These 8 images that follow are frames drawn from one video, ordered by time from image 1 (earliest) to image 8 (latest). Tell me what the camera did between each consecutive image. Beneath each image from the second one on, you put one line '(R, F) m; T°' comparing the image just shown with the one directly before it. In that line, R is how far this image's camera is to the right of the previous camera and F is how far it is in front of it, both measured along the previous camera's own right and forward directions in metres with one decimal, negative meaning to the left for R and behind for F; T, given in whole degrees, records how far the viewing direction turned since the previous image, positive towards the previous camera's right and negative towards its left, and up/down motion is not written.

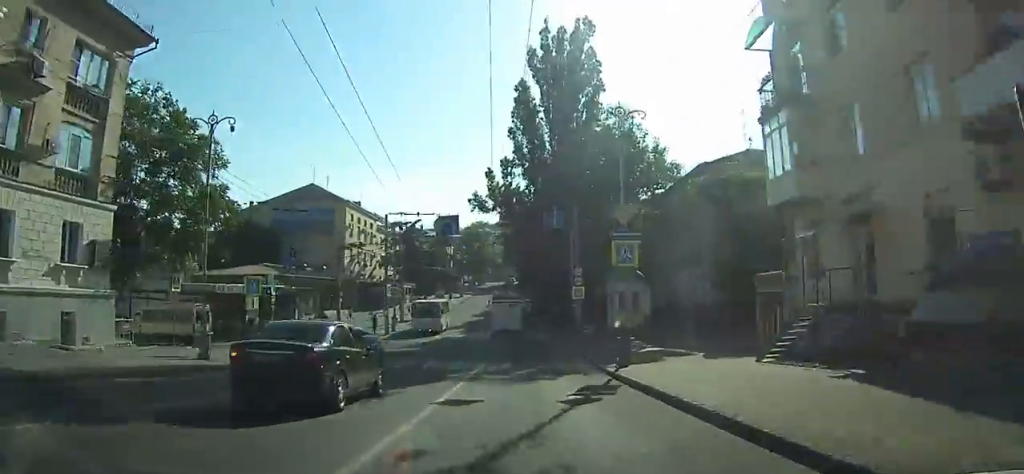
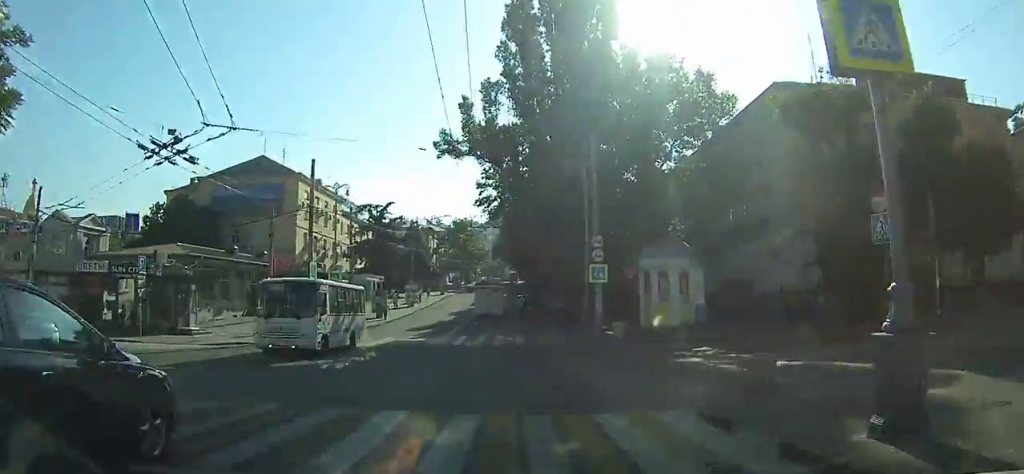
(+0.2, +16.2) m; +1°
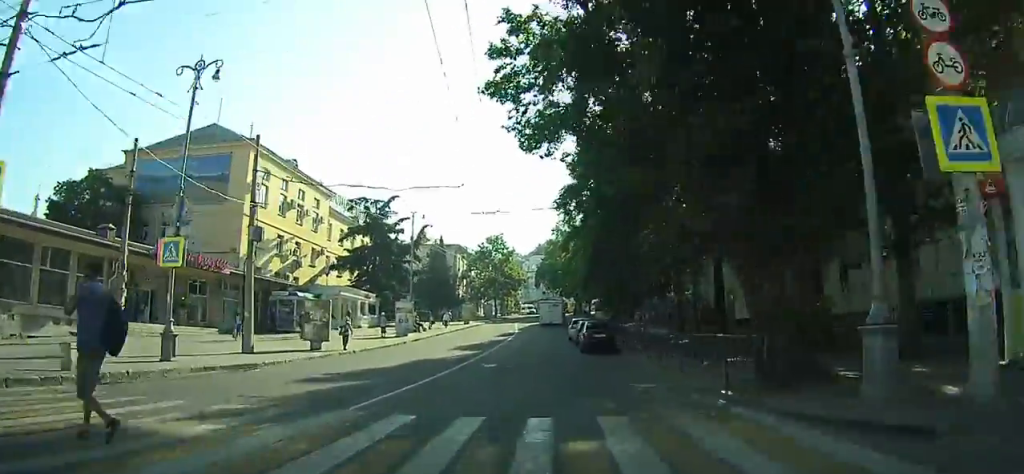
(+0.4, +29.8) m; 0°
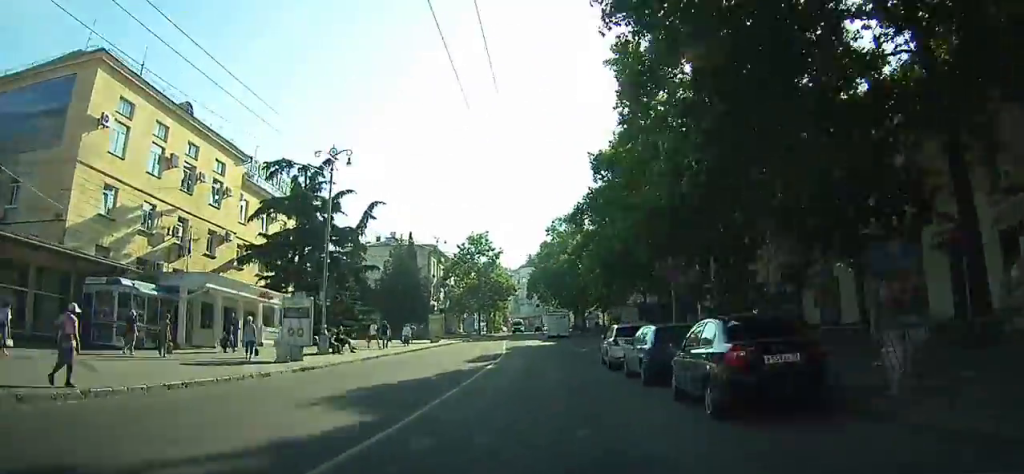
(-0.4, +18.7) m; 0°
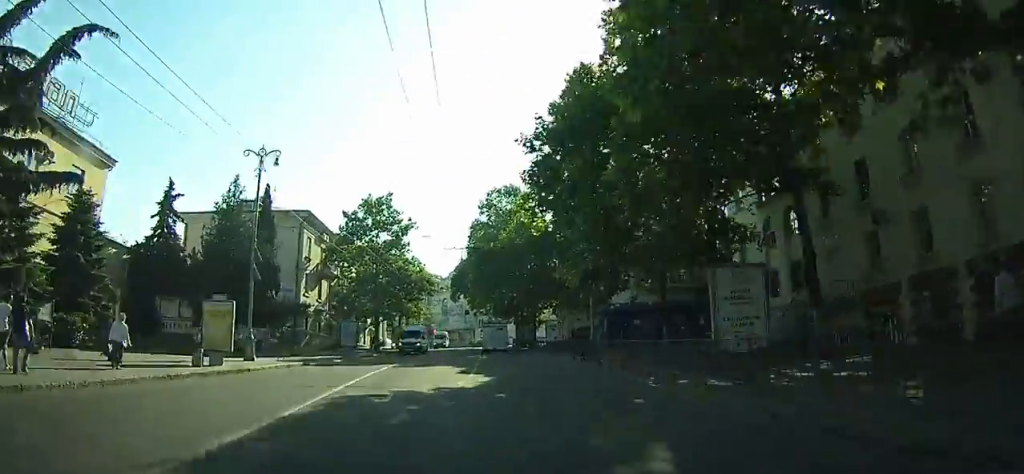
(+0.5, +26.6) m; +1°
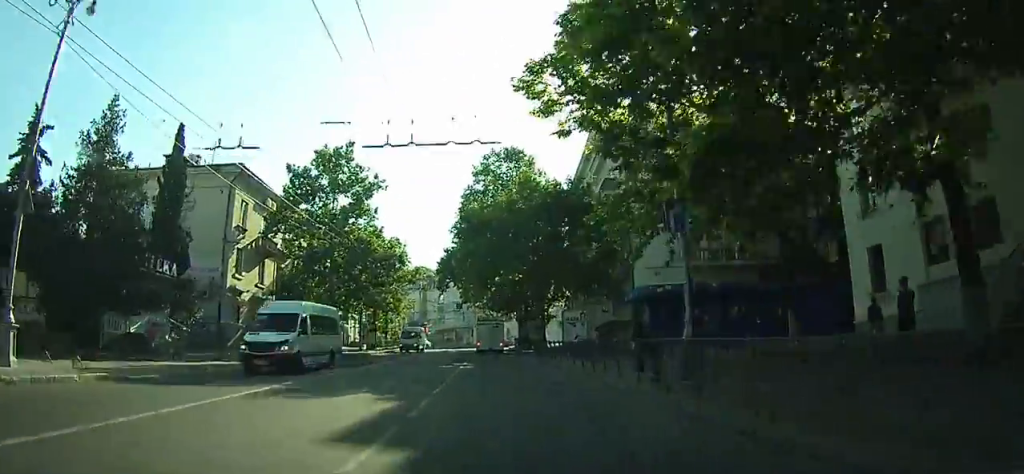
(0.0, +13.3) m; 0°
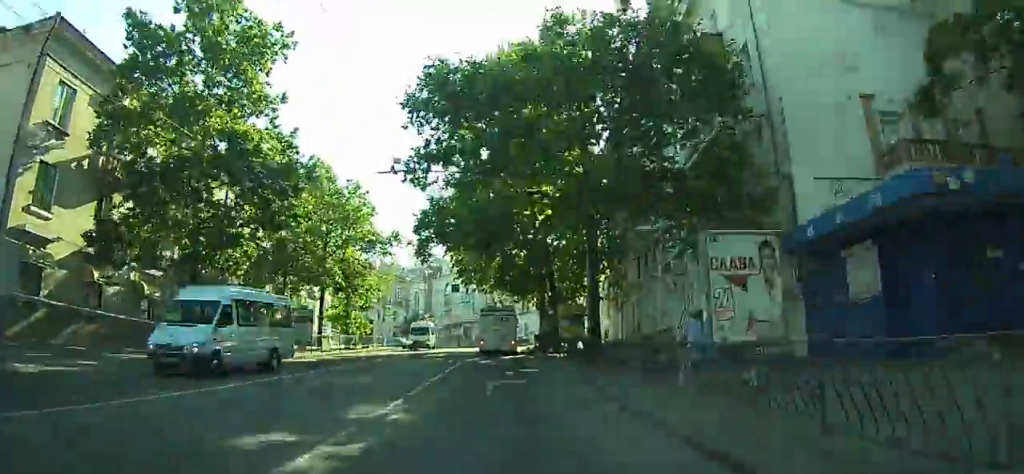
(-0.1, +19.4) m; -1°
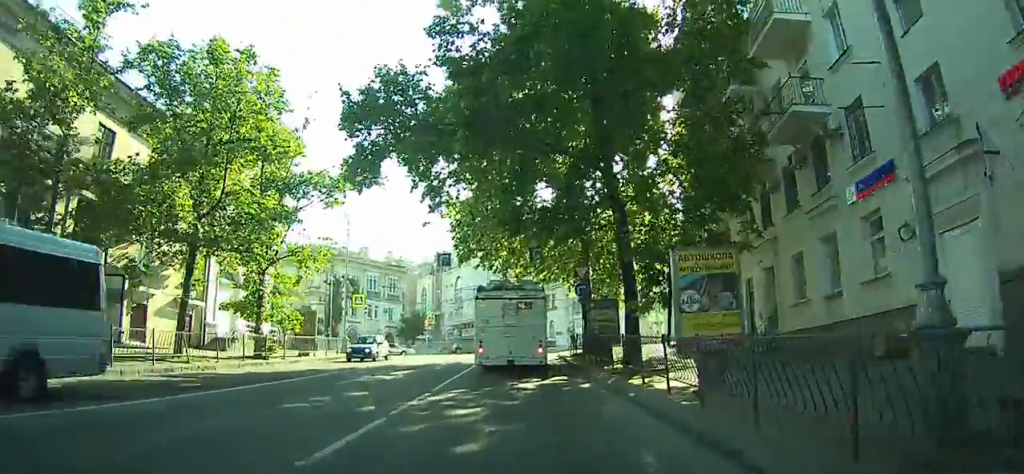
(-0.2, +19.3) m; -1°
